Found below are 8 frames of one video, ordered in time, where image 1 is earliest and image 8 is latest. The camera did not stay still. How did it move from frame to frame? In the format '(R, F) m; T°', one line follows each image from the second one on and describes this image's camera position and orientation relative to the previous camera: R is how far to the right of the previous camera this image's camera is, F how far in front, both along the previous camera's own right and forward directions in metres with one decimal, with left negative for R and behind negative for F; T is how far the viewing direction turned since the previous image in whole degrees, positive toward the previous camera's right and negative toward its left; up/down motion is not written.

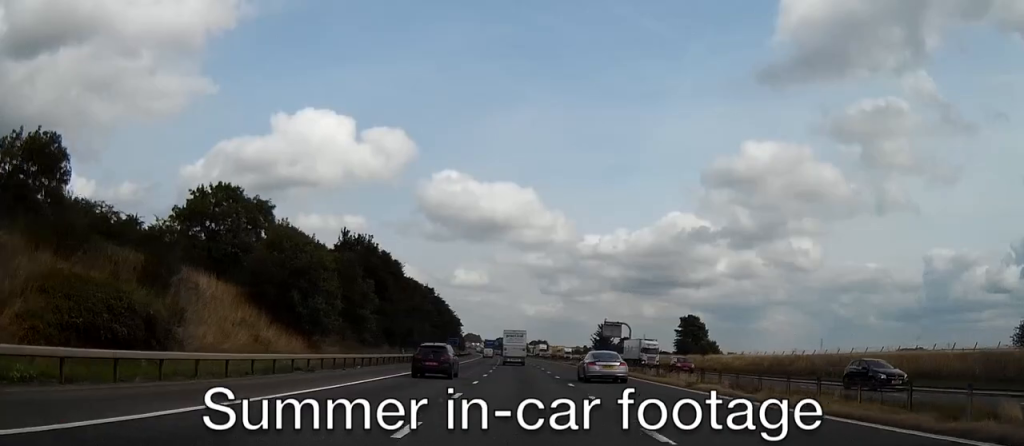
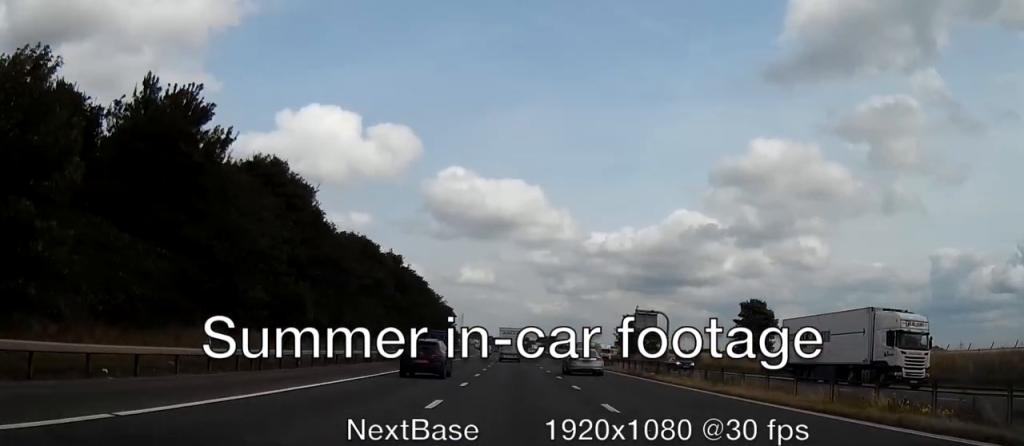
(0.0, +38.9) m; 0°
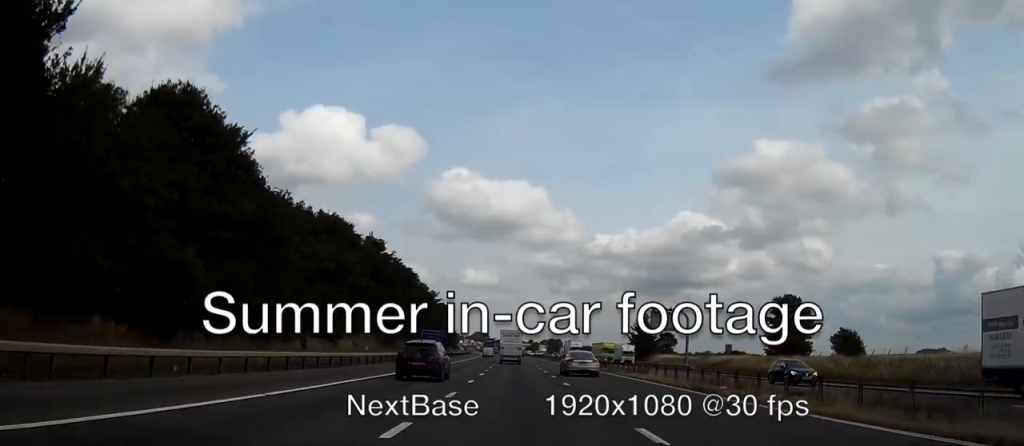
(0.0, +13.3) m; 0°
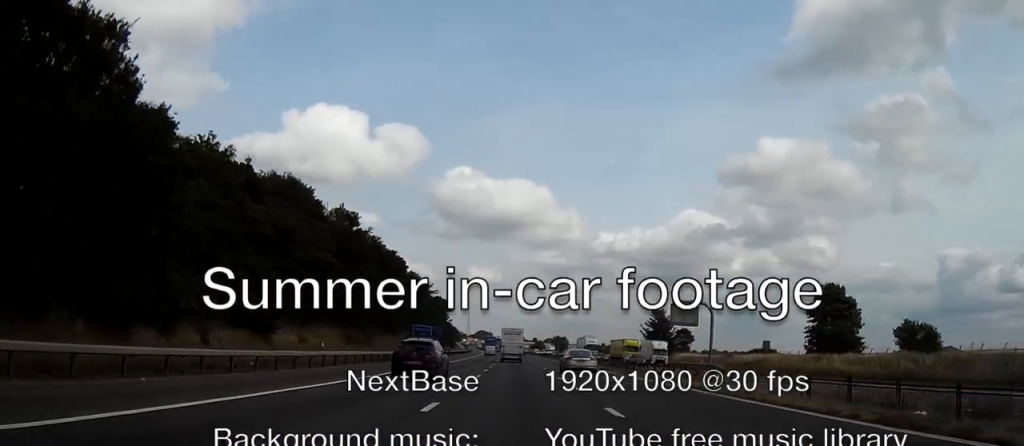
(0.0, +13.3) m; 0°
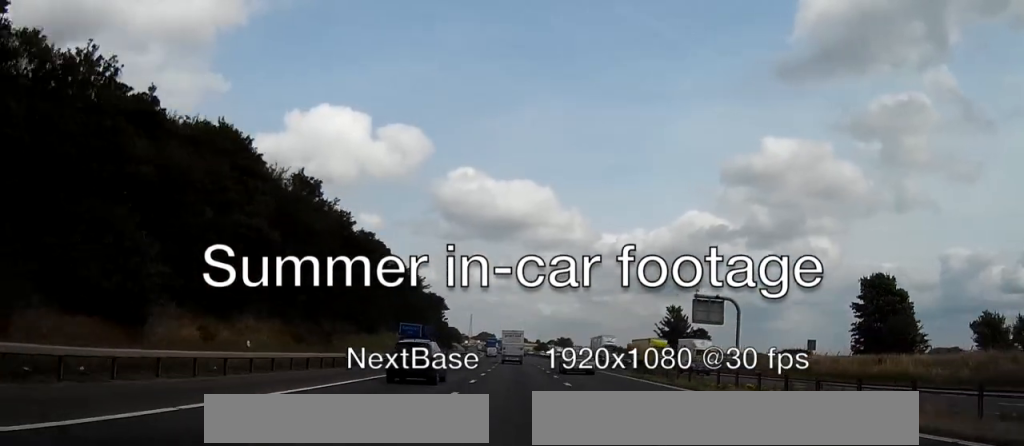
(0.0, +12.3) m; 0°
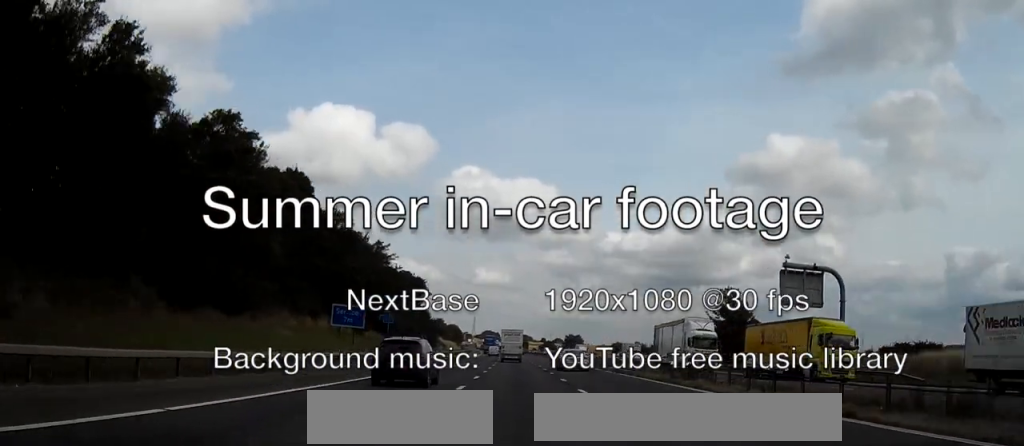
(0.0, +31.7) m; -1°
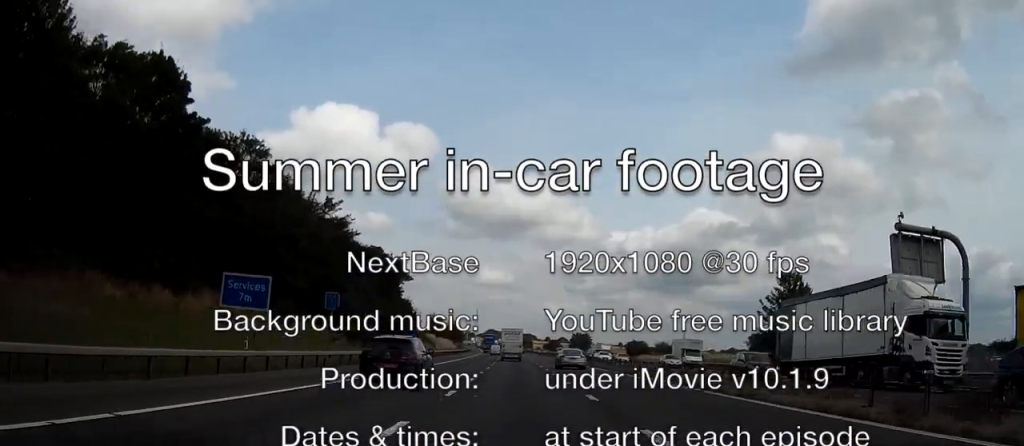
(-0.3, +20.7) m; -1°
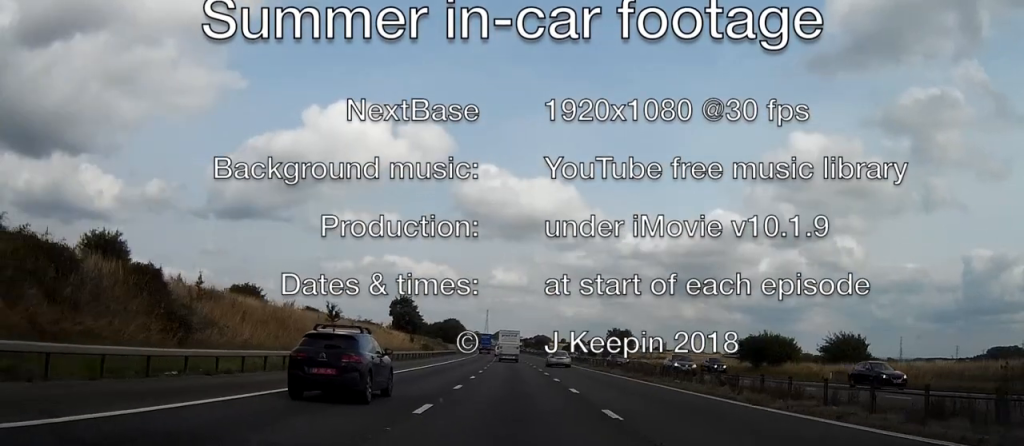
(-1.1, +83.4) m; -1°
